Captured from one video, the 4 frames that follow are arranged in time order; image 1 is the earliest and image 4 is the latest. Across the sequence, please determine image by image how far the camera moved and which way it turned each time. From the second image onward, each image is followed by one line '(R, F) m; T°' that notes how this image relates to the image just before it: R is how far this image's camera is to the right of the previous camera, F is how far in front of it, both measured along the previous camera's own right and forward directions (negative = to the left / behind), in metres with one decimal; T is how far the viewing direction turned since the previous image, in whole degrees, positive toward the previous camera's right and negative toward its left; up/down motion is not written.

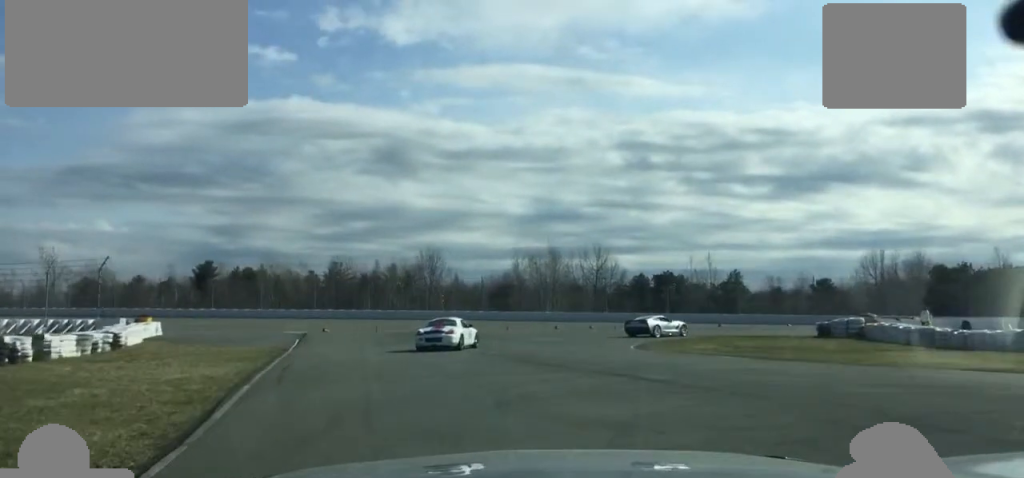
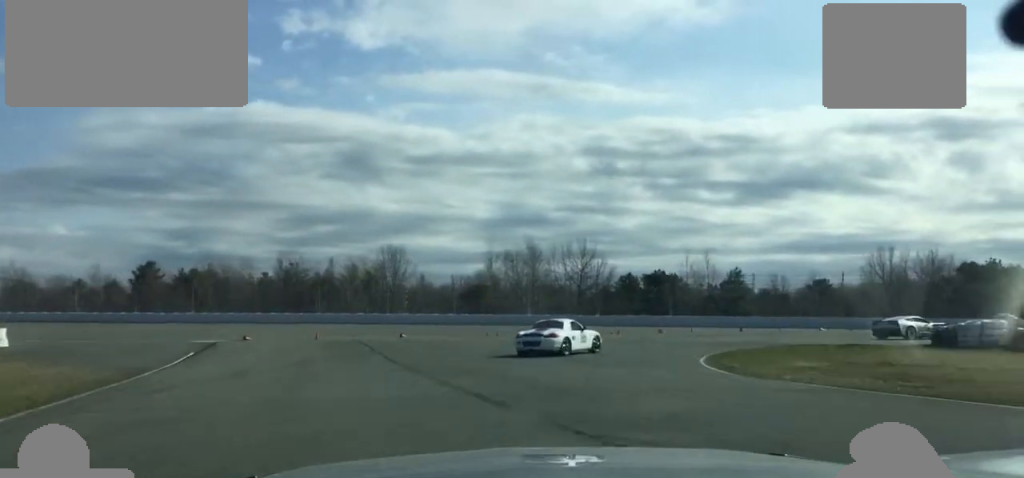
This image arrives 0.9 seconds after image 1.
(0.0, +14.6) m; +5°
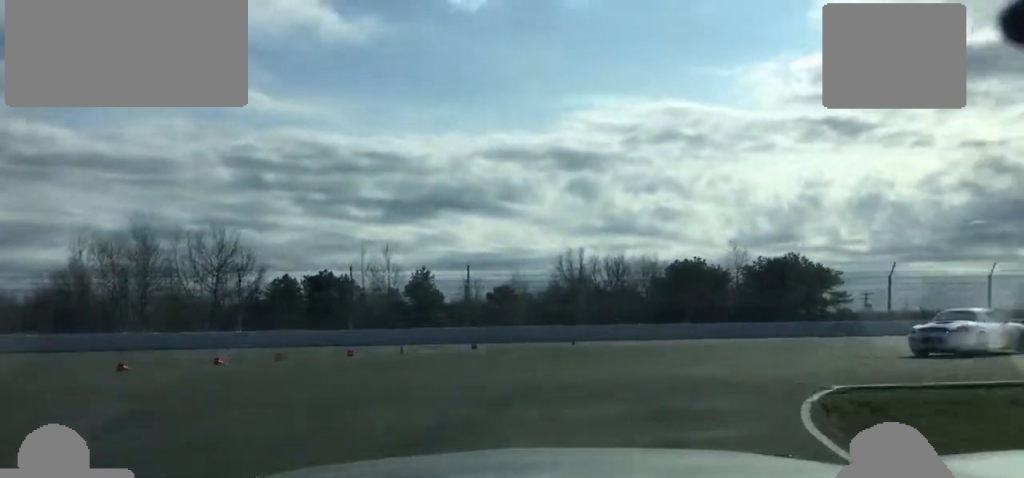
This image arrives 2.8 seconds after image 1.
(+5.0, +27.2) m; +28°
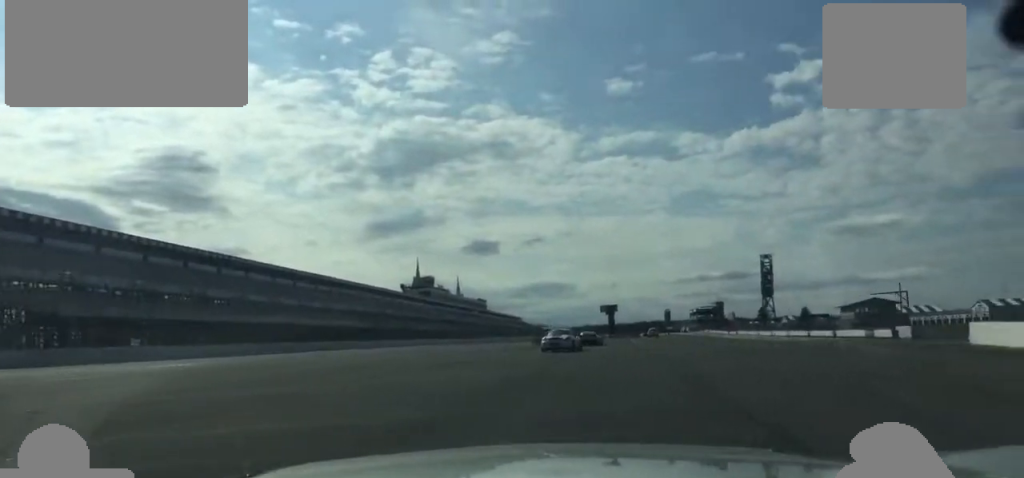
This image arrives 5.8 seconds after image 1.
(+22.5, +28.2) m; +69°
